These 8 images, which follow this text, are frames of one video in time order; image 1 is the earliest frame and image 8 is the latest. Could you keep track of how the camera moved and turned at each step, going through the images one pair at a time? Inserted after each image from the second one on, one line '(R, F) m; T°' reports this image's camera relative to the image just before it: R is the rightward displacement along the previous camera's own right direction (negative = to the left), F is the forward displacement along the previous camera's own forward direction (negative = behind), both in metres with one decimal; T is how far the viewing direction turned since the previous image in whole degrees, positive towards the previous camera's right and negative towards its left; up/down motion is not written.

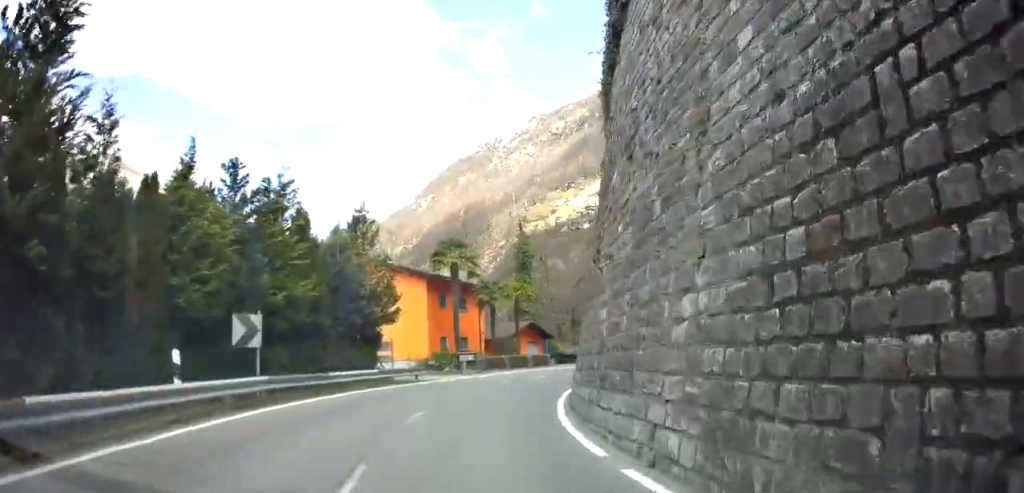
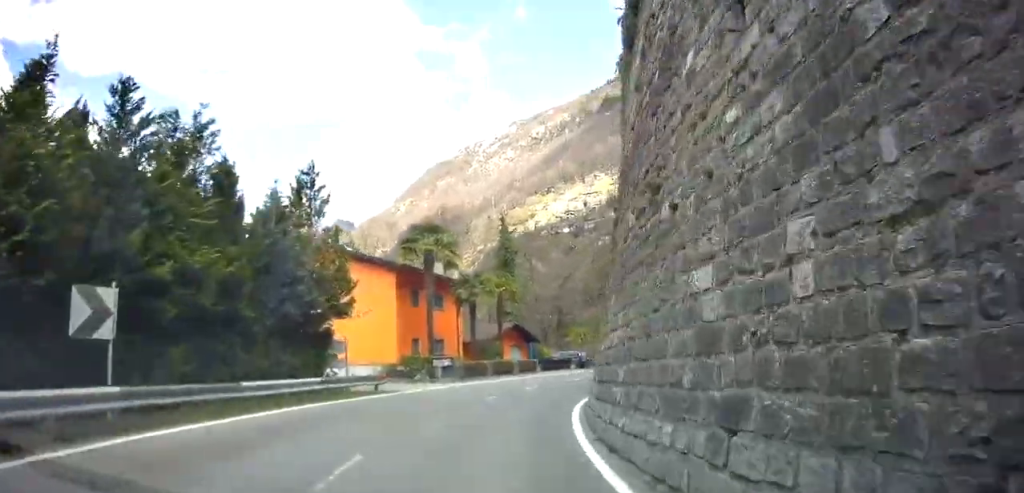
(+0.1, +5.7) m; +3°
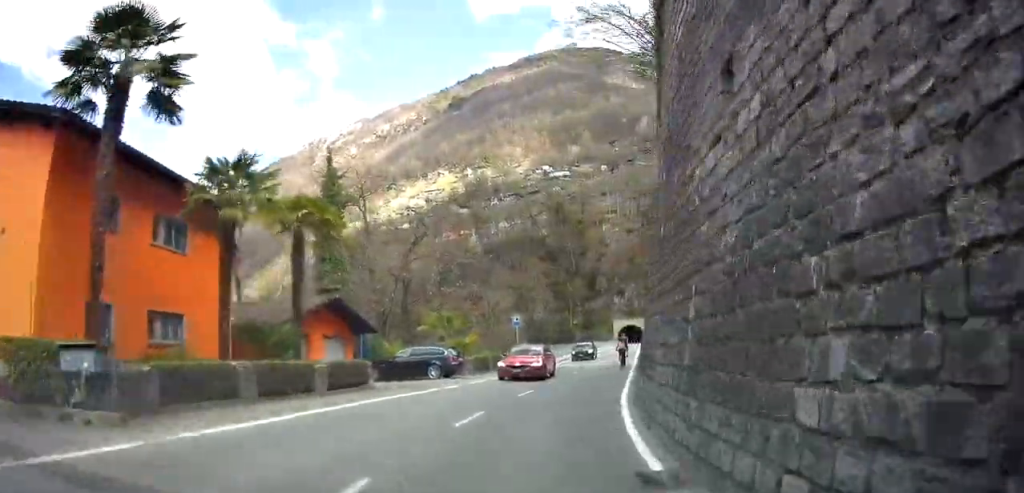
(+2.3, +21.0) m; +11°
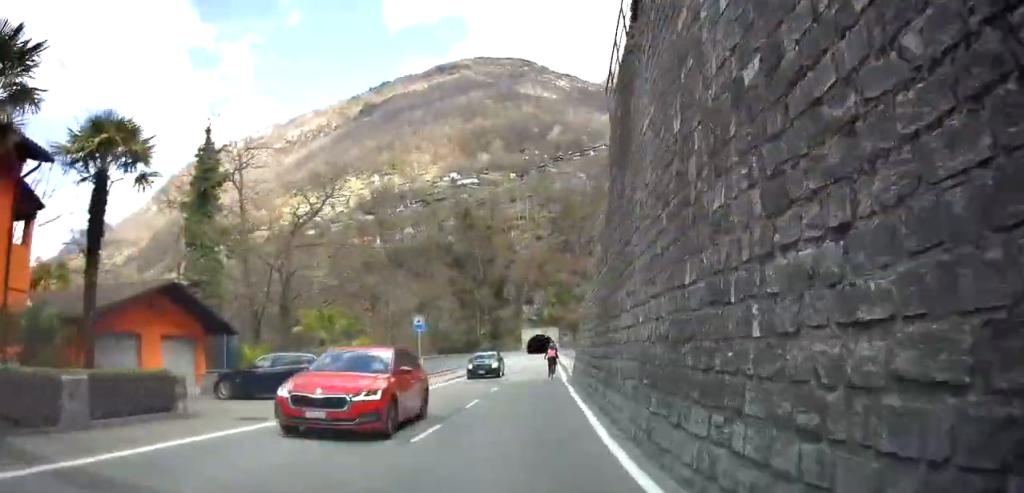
(+0.2, +7.5) m; +3°
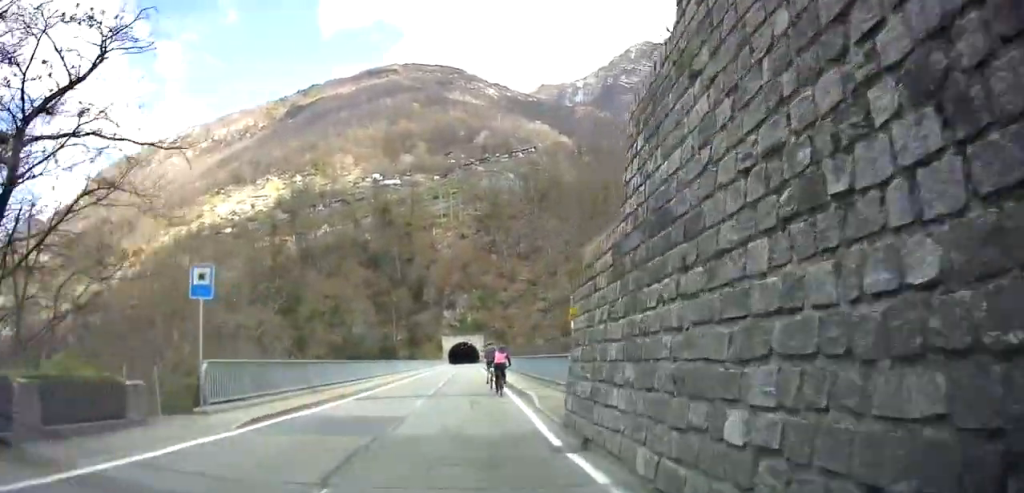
(+1.1, +18.8) m; +8°
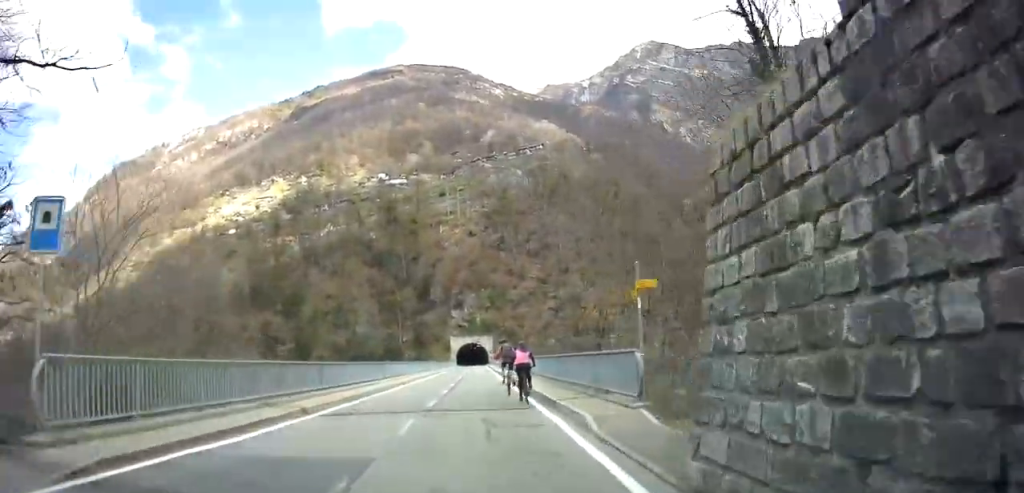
(0.0, +6.1) m; +2°
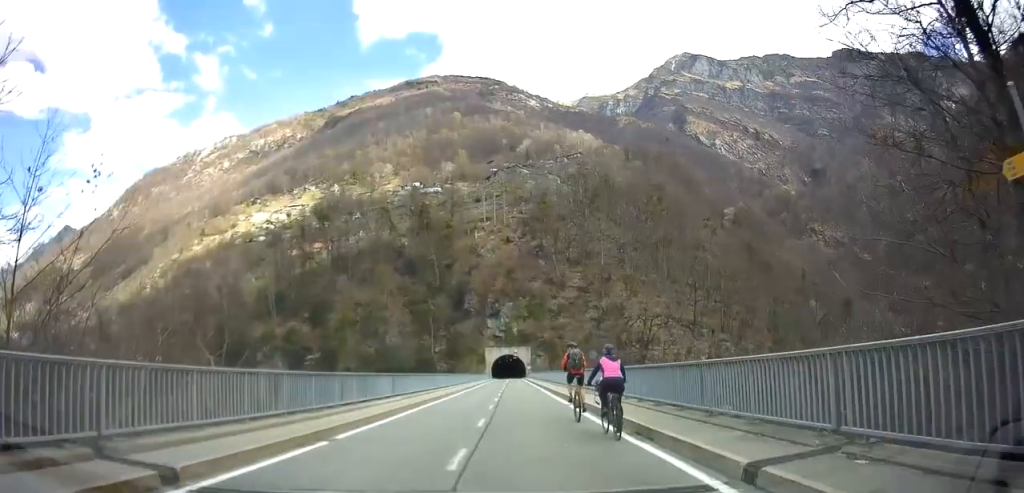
(+0.6, +9.9) m; +2°
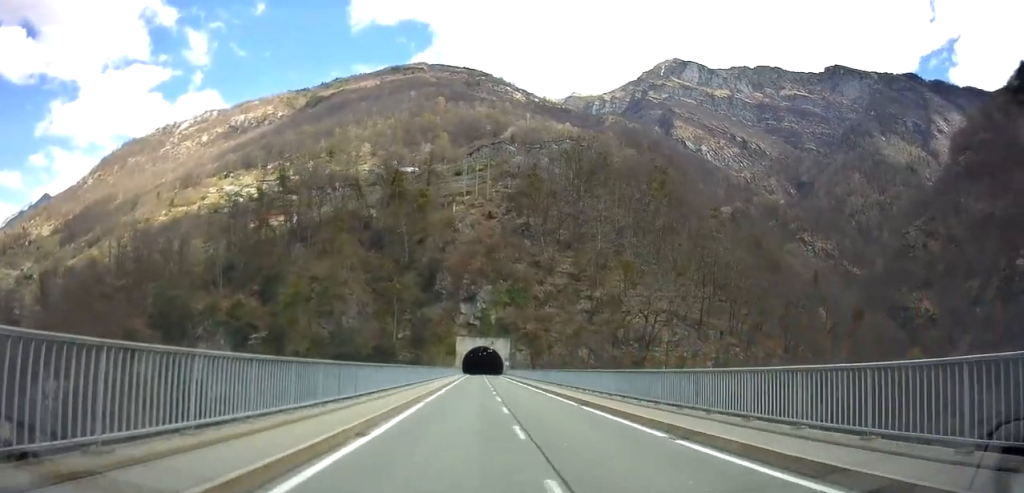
(0.0, +25.7) m; -1°
